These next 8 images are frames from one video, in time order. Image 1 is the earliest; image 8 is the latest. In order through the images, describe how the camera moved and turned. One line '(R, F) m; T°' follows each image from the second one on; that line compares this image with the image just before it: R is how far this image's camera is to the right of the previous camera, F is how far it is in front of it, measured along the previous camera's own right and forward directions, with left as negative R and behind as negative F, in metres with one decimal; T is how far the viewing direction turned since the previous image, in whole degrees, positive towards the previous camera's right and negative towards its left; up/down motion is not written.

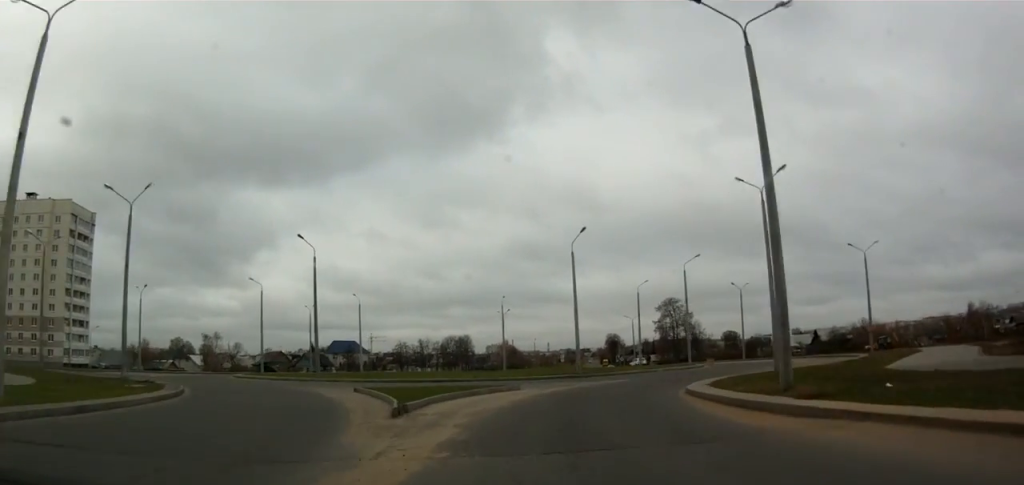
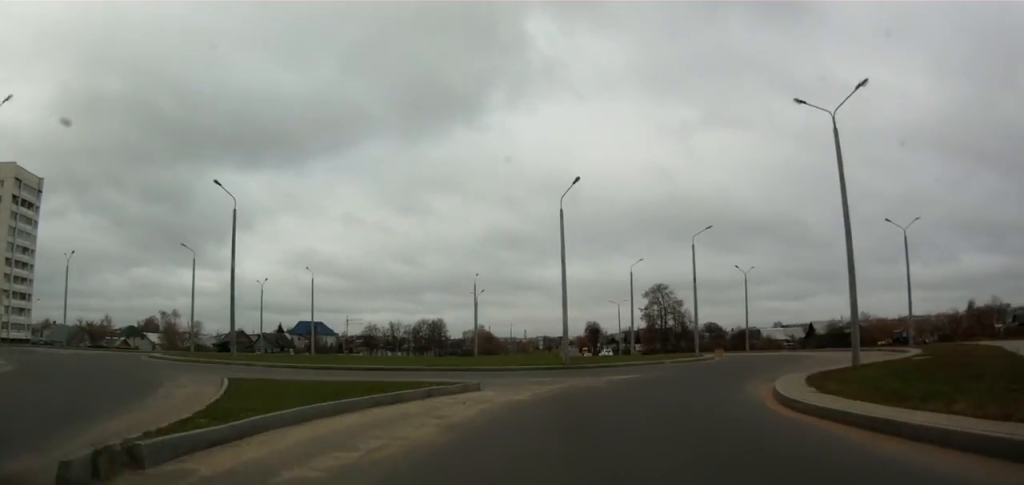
(+0.6, +12.1) m; +4°
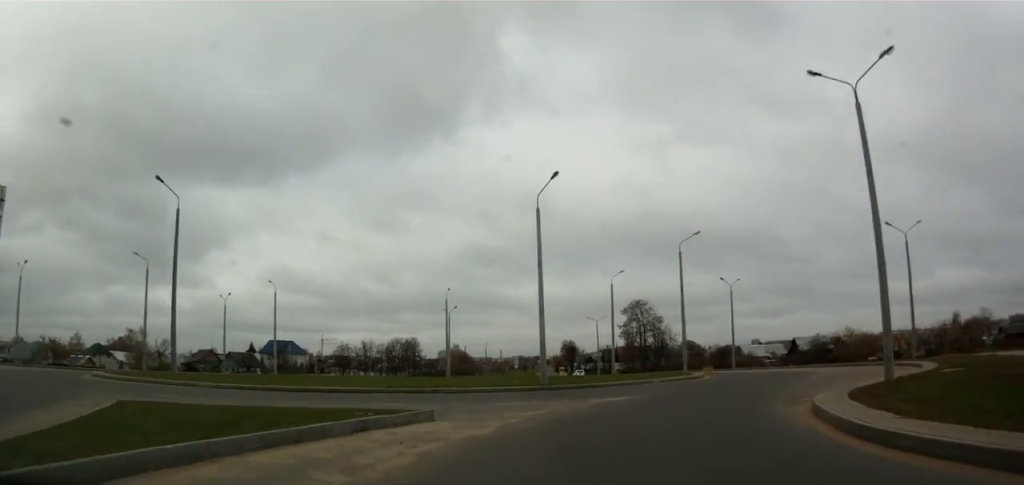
(0.0, +4.5) m; +1°
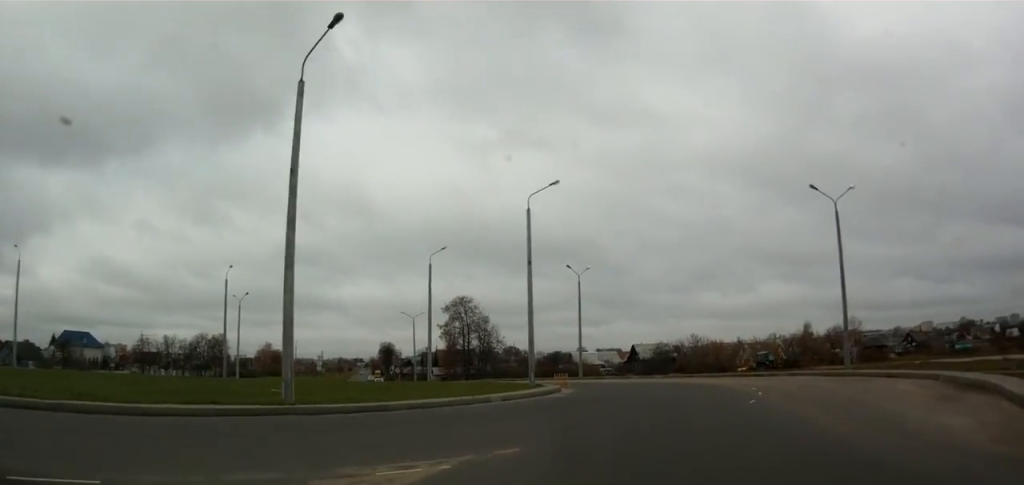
(+1.2, +15.7) m; +13°
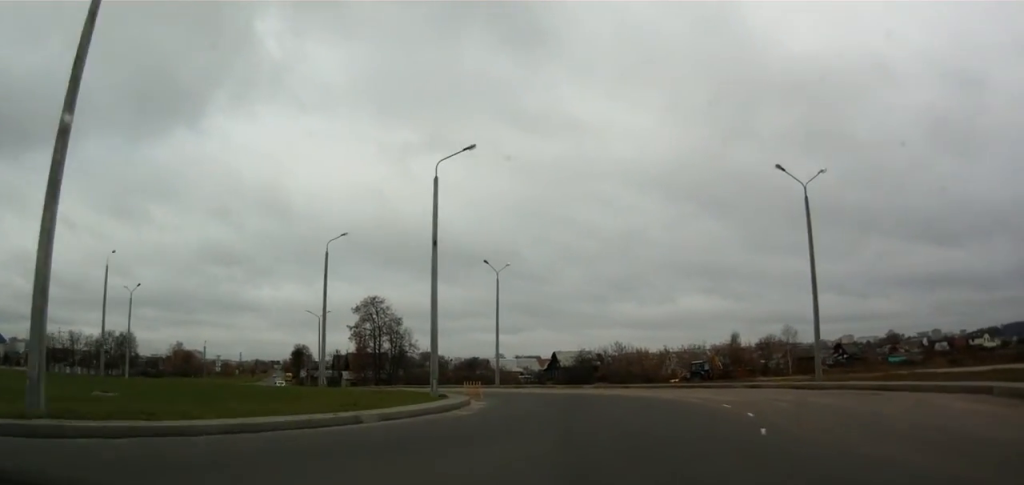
(+0.5, +6.8) m; +8°
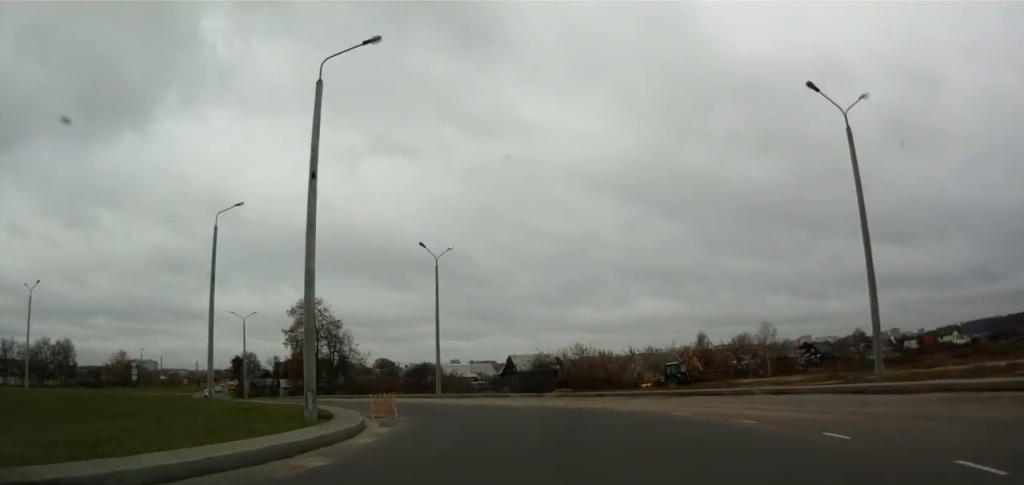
(+0.6, +10.0) m; +3°
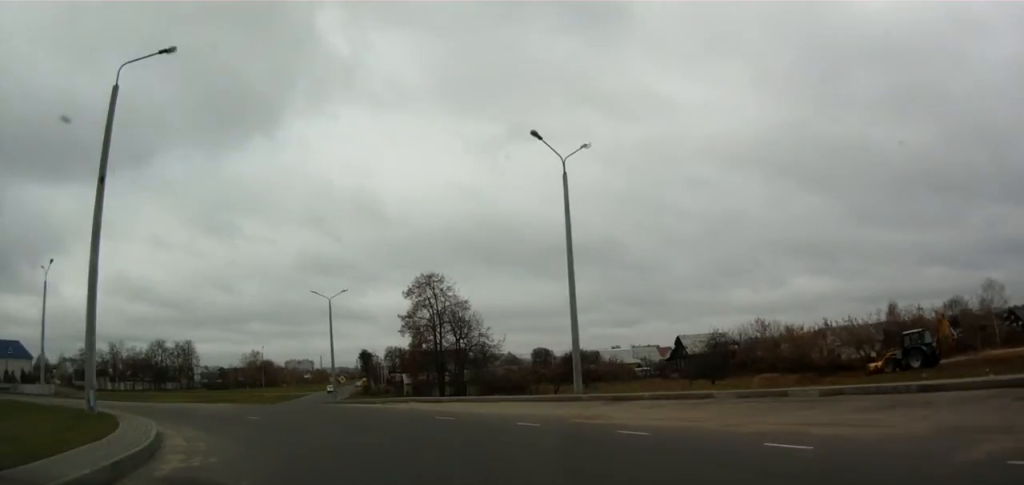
(-1.6, +19.4) m; -12°
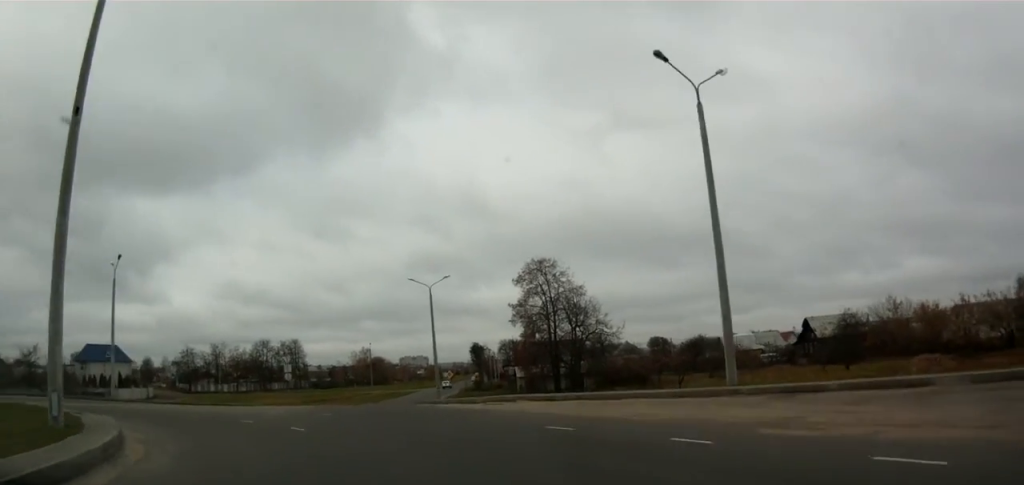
(+0.3, +6.0) m; -7°
